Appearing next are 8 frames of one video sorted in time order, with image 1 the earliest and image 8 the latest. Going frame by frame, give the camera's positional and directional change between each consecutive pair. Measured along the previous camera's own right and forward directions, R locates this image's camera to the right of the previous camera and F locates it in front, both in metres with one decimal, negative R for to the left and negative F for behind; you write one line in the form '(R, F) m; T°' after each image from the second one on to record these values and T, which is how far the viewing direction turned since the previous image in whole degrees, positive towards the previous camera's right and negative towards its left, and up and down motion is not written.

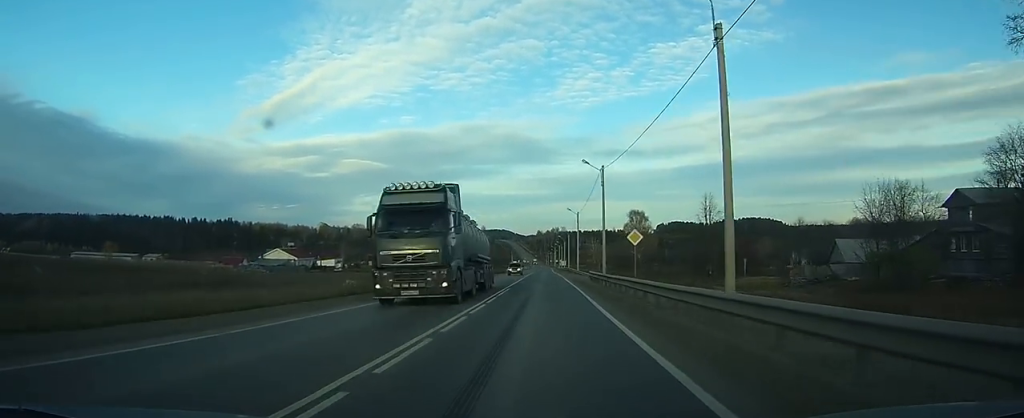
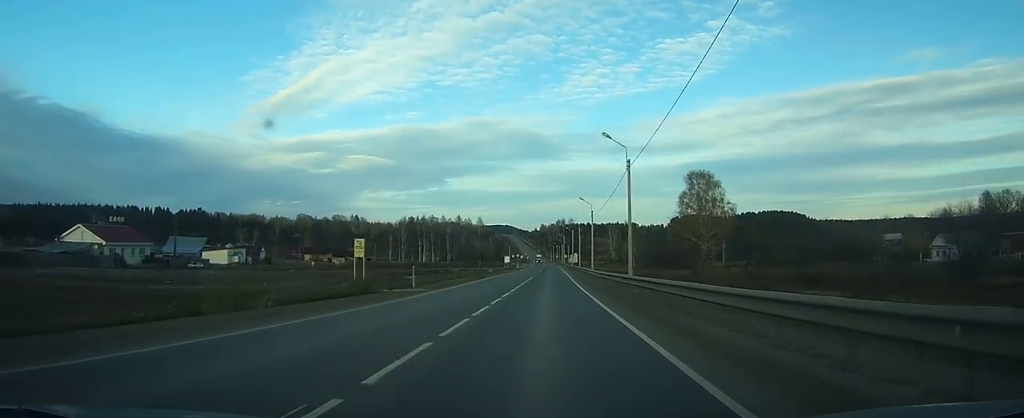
(-0.7, +85.1) m; -1°
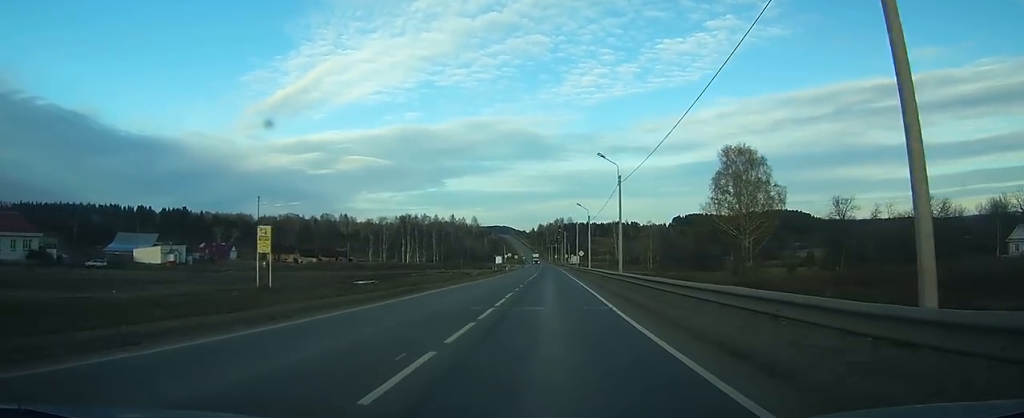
(-0.2, +28.5) m; 0°
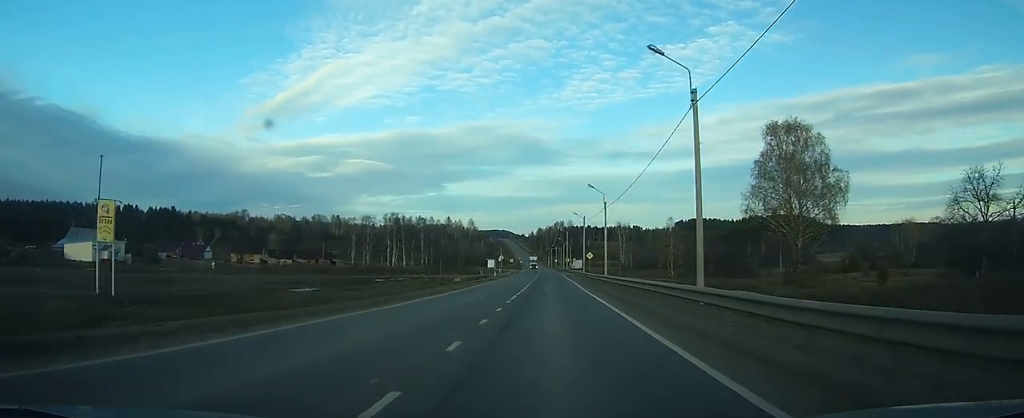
(0.0, +22.1) m; 0°
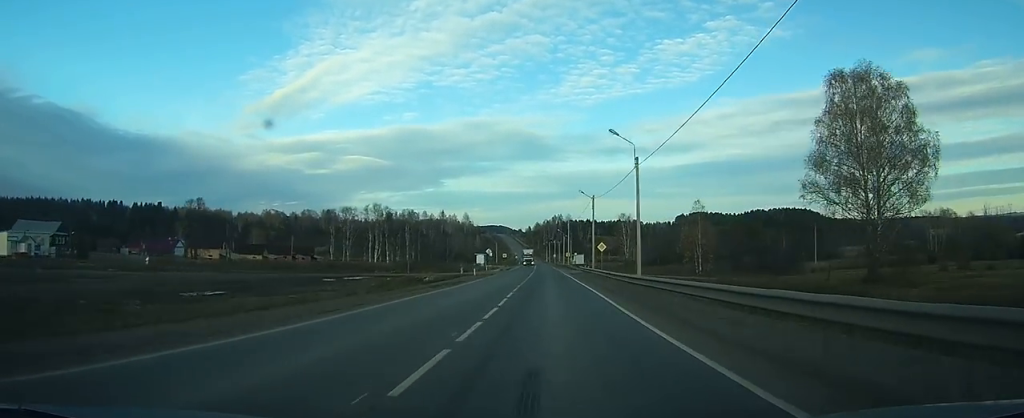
(0.0, +20.8) m; 0°
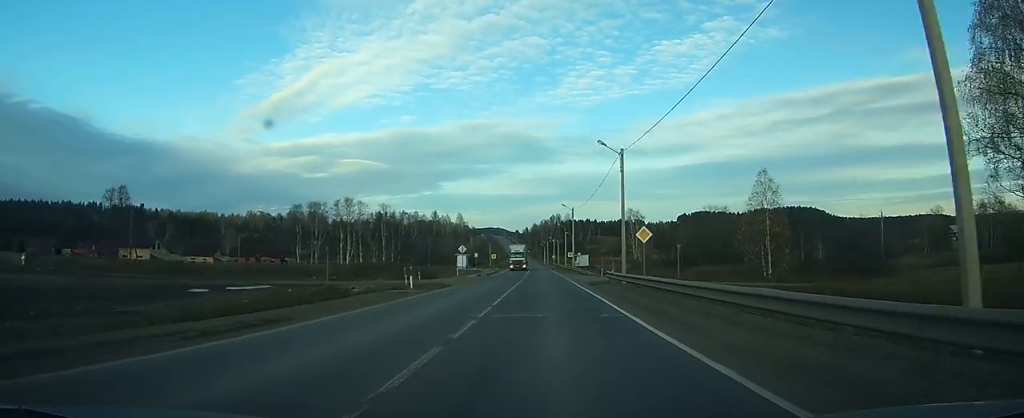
(+0.1, +27.4) m; 0°
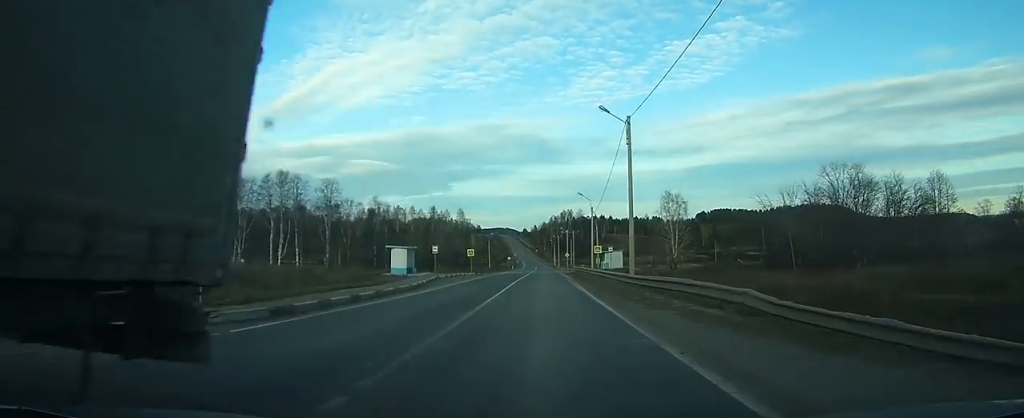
(+0.1, +52.3) m; -1°
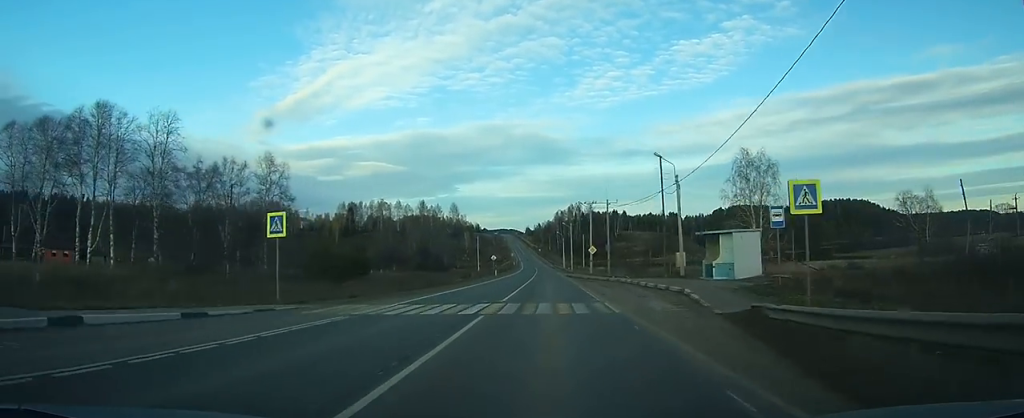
(-0.9, +60.5) m; -1°
